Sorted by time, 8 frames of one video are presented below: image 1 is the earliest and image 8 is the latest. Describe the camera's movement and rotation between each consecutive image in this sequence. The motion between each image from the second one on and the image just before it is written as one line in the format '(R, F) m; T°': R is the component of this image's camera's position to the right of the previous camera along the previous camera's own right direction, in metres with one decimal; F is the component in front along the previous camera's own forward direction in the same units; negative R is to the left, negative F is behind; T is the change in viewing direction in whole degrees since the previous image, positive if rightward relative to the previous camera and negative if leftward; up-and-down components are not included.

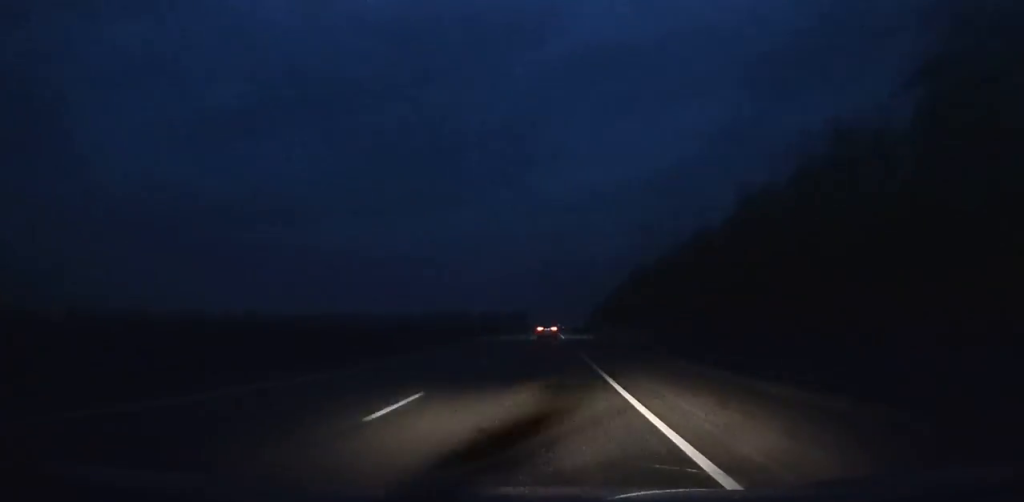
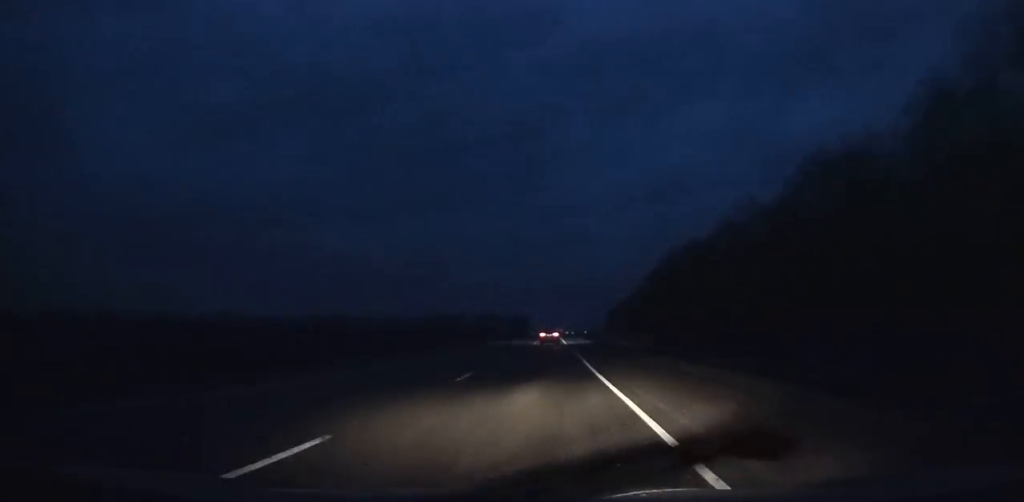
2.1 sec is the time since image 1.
(-0.1, +53.3) m; 0°
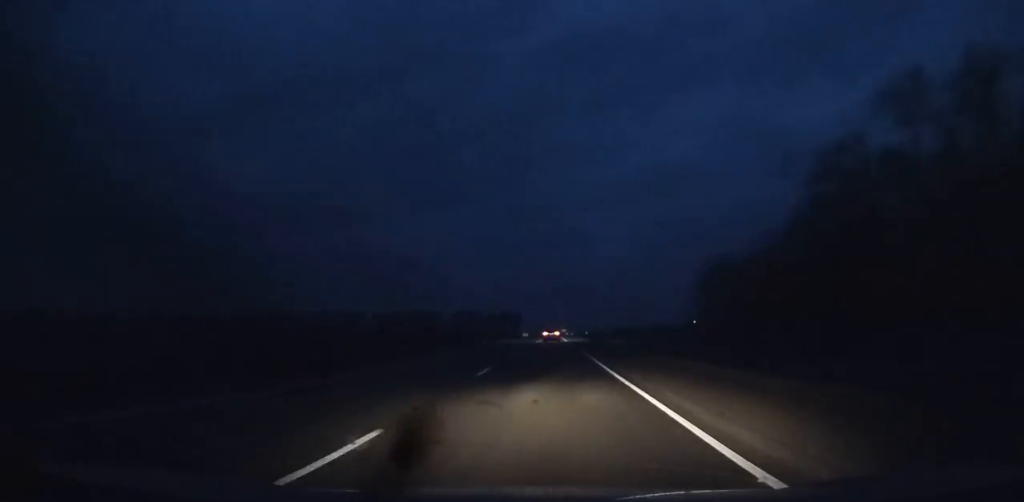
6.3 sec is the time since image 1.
(-0.4, +108.2) m; 0°
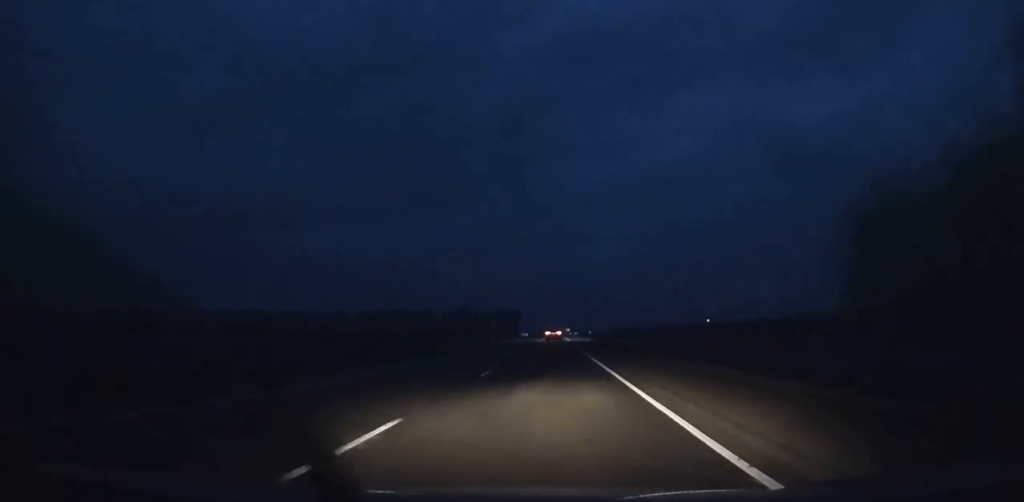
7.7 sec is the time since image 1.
(+0.1, +36.9) m; 0°
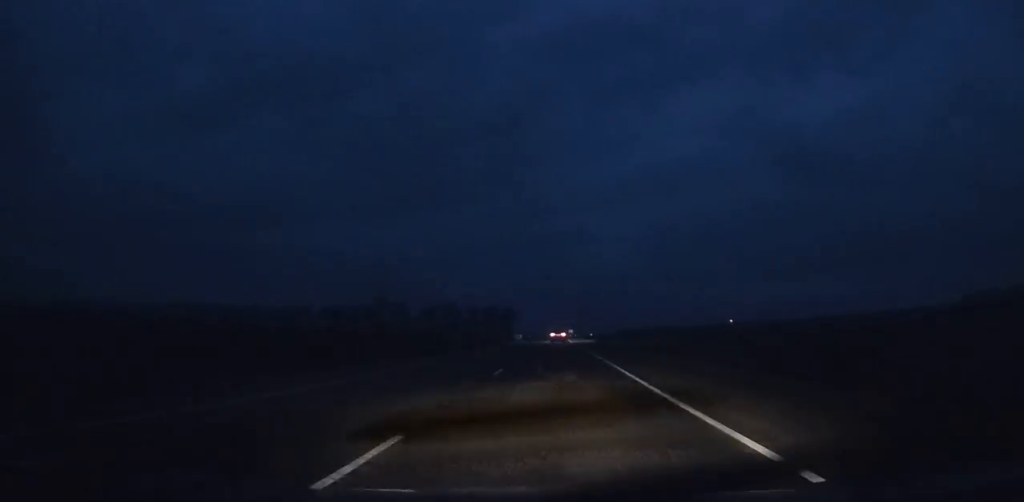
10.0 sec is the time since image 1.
(+0.2, +61.3) m; 0°
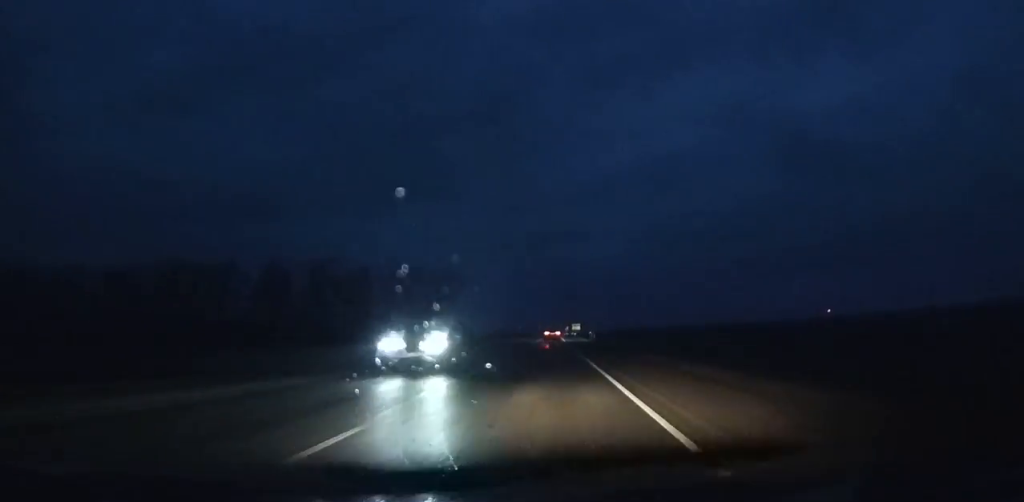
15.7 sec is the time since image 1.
(-0.2, +156.3) m; 0°
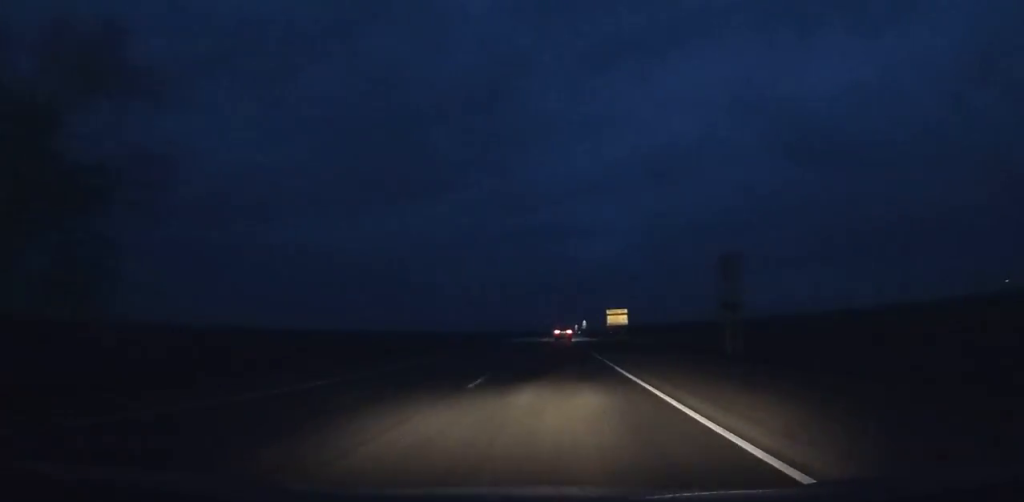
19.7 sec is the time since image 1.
(-0.1, +109.1) m; 0°
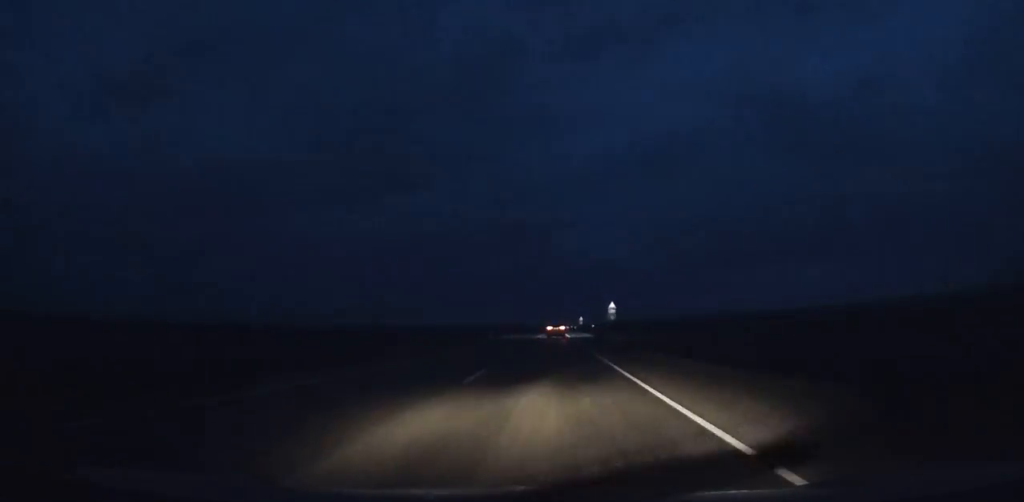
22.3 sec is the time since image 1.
(+0.1, +69.2) m; 0°
